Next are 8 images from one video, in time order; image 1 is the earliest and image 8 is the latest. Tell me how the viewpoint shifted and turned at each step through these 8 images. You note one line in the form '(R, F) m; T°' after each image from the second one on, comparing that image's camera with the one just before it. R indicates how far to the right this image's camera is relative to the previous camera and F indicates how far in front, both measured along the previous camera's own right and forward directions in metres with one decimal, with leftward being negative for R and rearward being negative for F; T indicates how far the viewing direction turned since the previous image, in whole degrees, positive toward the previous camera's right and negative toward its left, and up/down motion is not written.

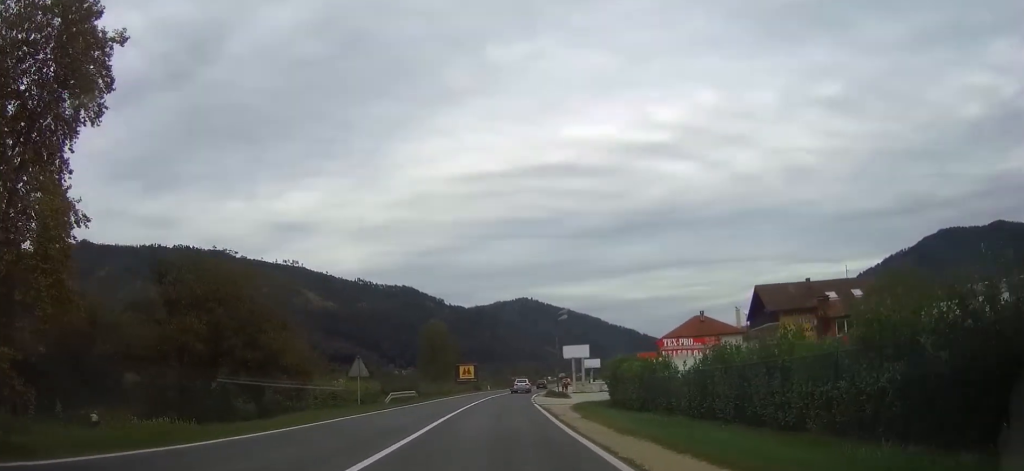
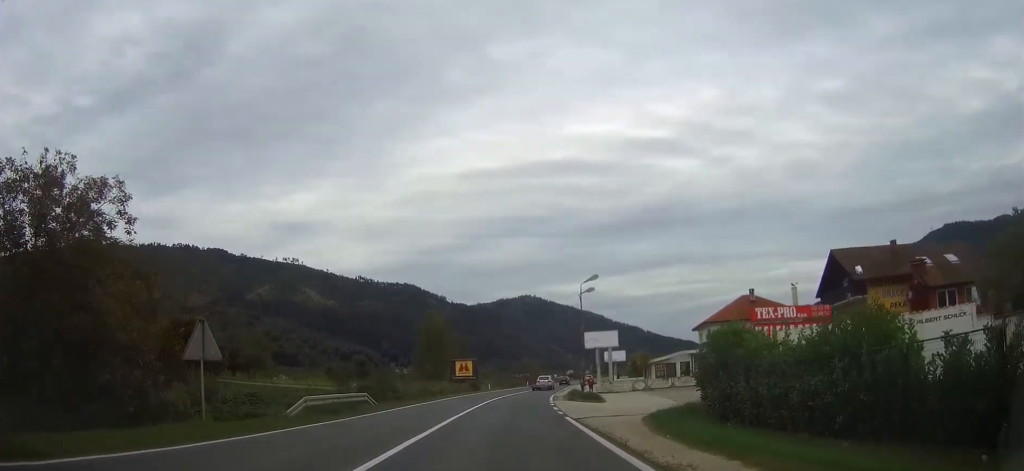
(0.0, +18.3) m; 0°
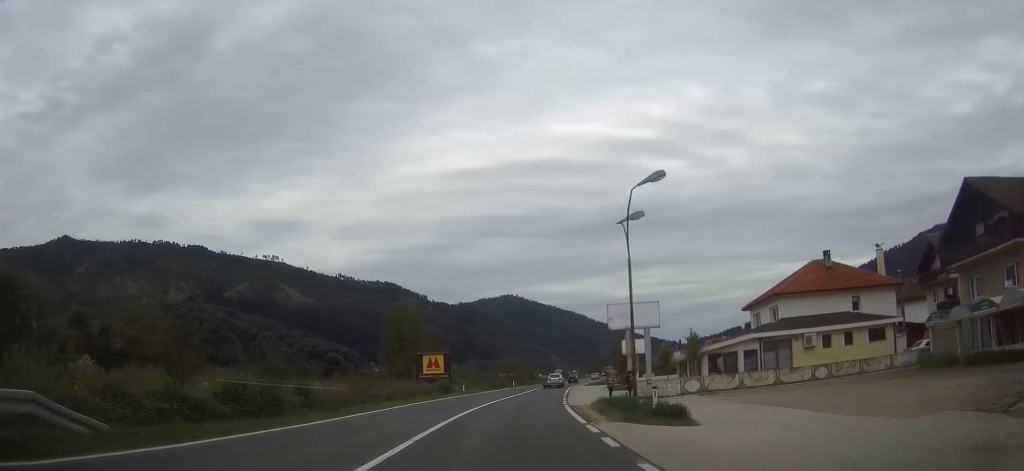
(+0.2, +22.2) m; +1°
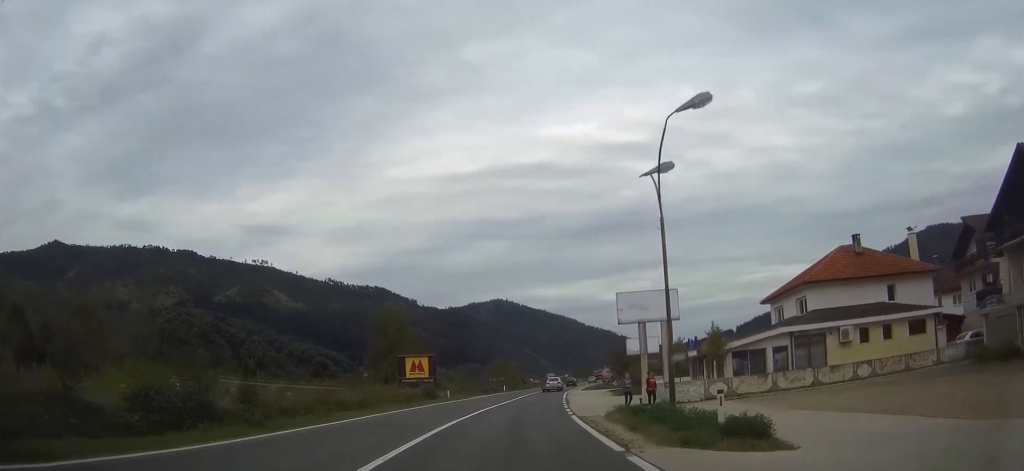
(+0.1, +6.6) m; +1°
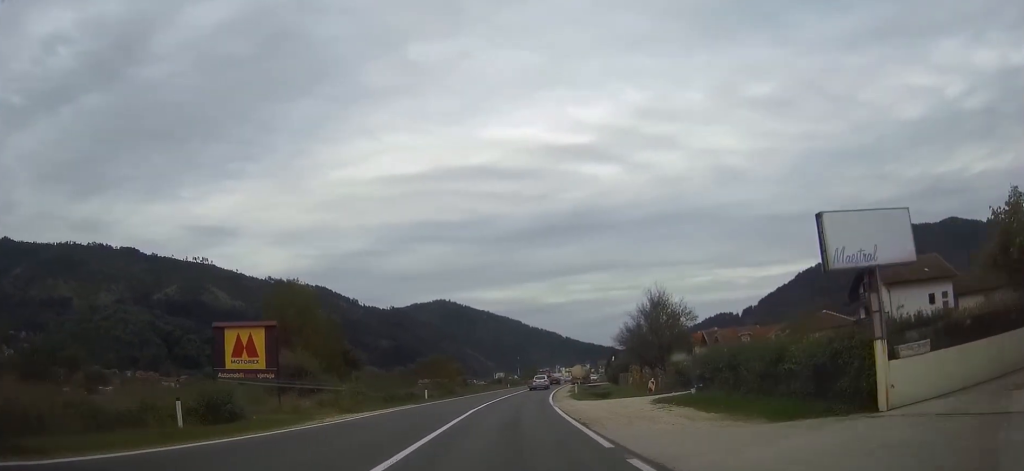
(+1.5, +39.1) m; +5°
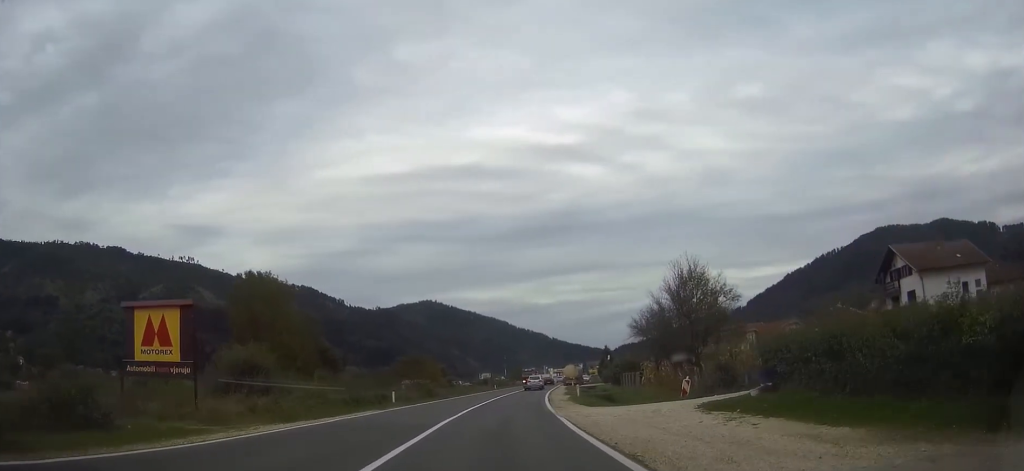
(+0.2, +9.1) m; +1°
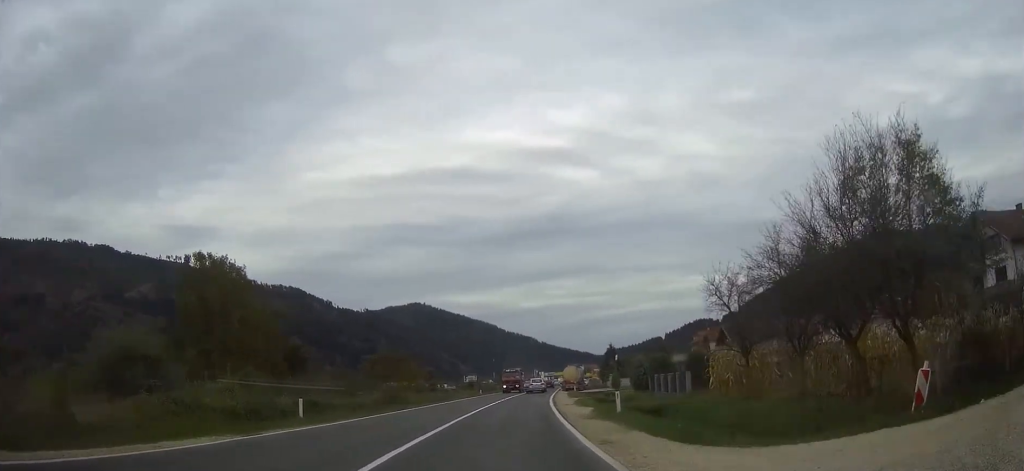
(+0.1, +16.6) m; +1°
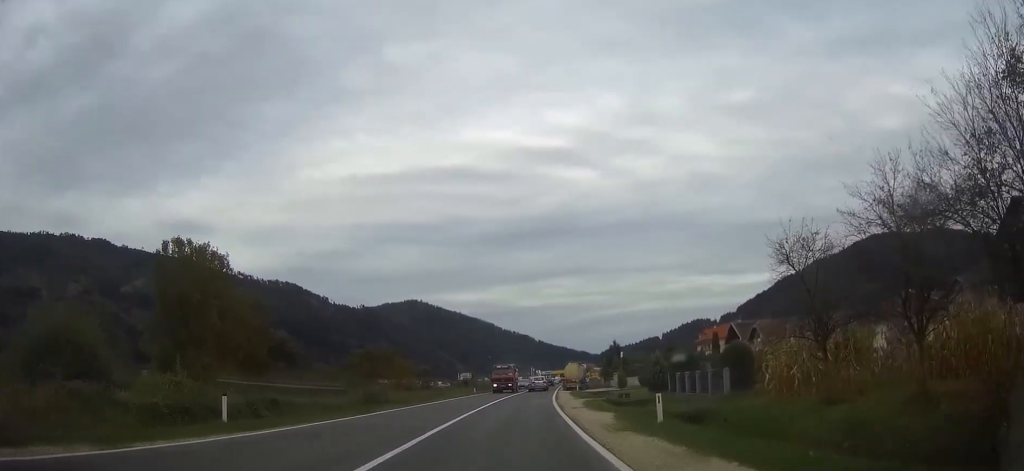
(0.0, +6.4) m; 0°
